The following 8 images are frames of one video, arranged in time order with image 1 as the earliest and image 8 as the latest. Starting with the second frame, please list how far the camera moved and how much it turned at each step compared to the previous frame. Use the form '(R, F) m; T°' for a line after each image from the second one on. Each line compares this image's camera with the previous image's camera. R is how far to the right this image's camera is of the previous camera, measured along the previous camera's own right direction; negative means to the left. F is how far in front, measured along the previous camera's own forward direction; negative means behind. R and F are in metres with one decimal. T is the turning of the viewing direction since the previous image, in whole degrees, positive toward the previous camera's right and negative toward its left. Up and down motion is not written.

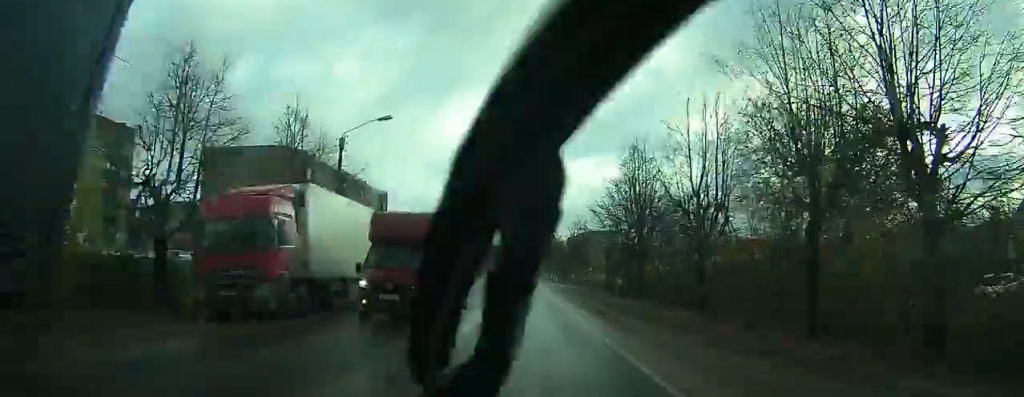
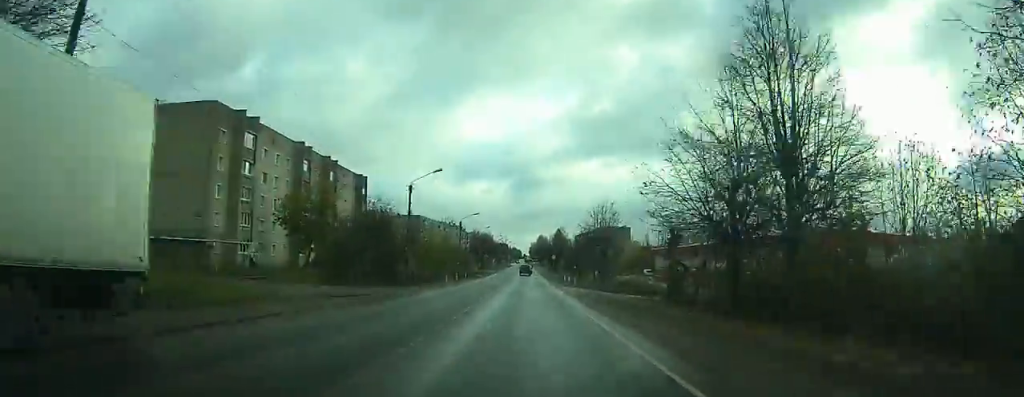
(-0.3, +20.0) m; -1°
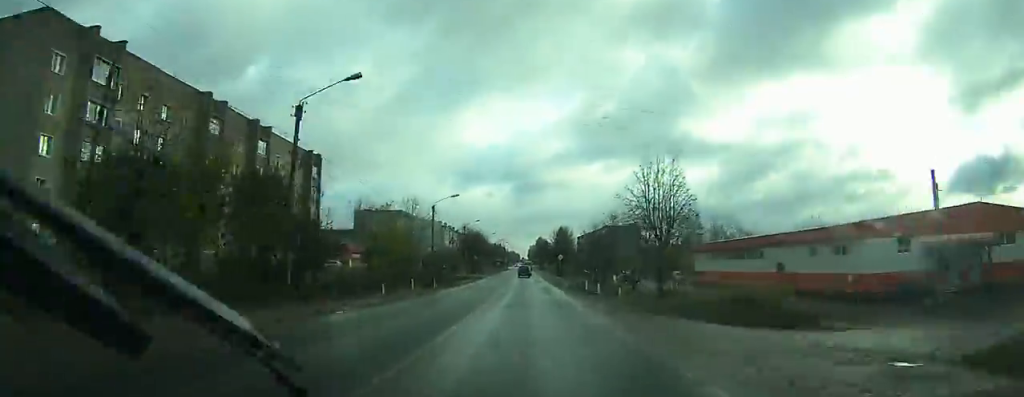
(-0.1, +24.9) m; 0°
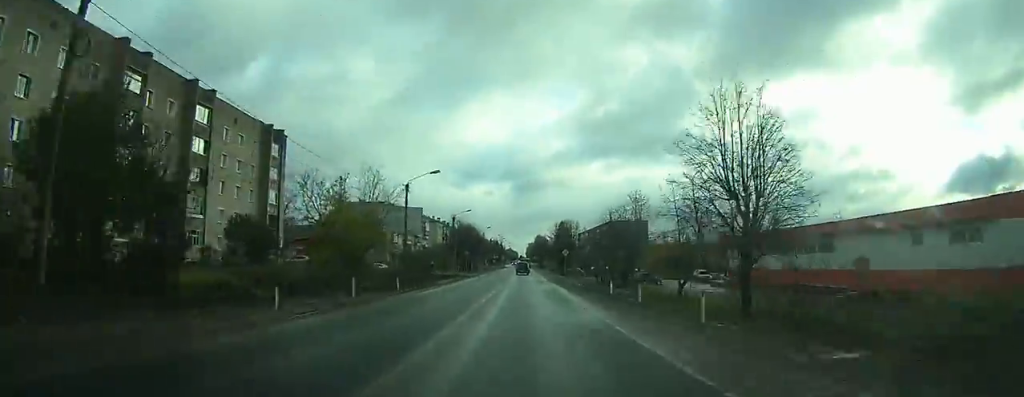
(-0.1, +14.0) m; 0°
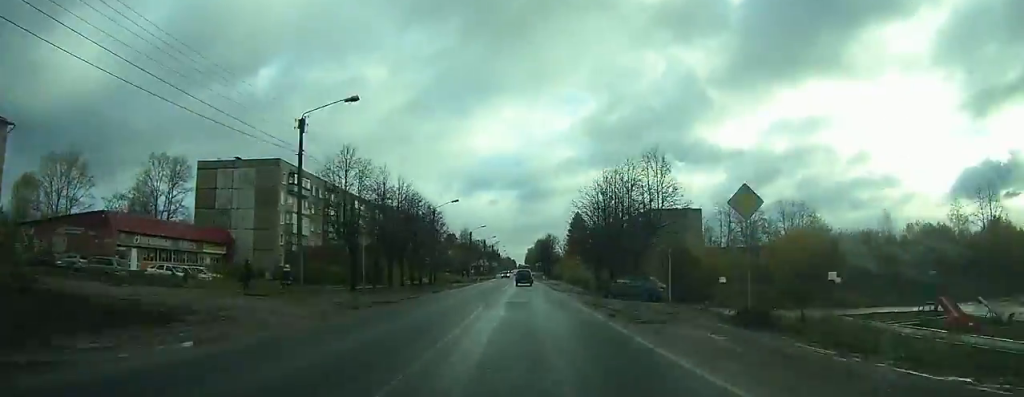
(+0.4, +65.2) m; 0°
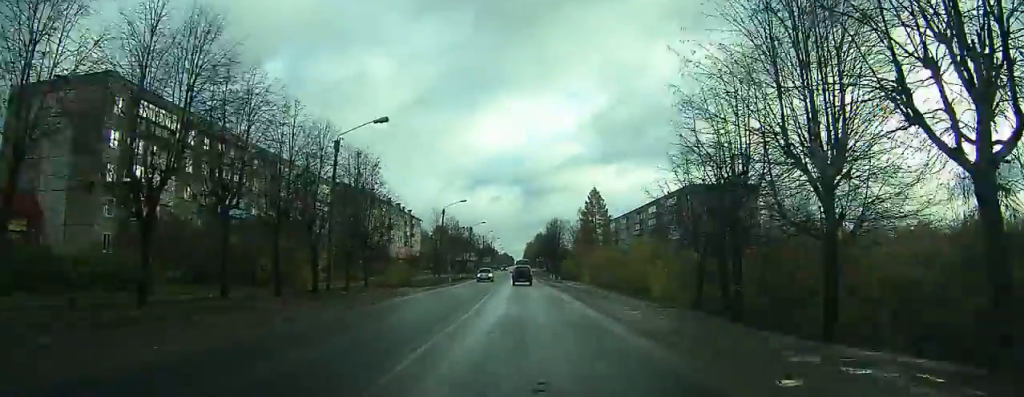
(-0.2, +36.6) m; 0°
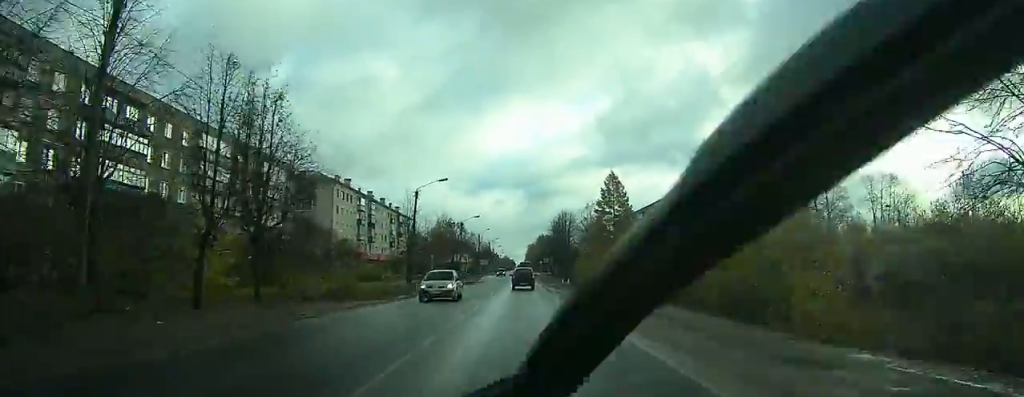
(0.0, +20.3) m; 0°
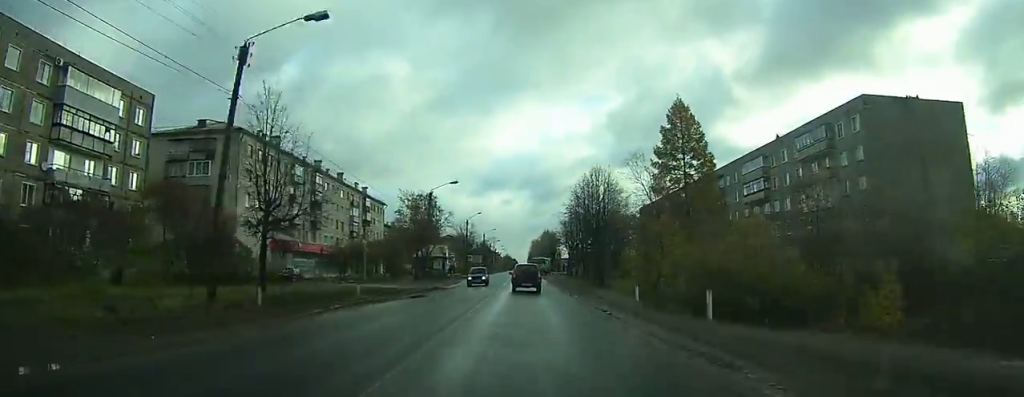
(0.0, +36.3) m; 0°
